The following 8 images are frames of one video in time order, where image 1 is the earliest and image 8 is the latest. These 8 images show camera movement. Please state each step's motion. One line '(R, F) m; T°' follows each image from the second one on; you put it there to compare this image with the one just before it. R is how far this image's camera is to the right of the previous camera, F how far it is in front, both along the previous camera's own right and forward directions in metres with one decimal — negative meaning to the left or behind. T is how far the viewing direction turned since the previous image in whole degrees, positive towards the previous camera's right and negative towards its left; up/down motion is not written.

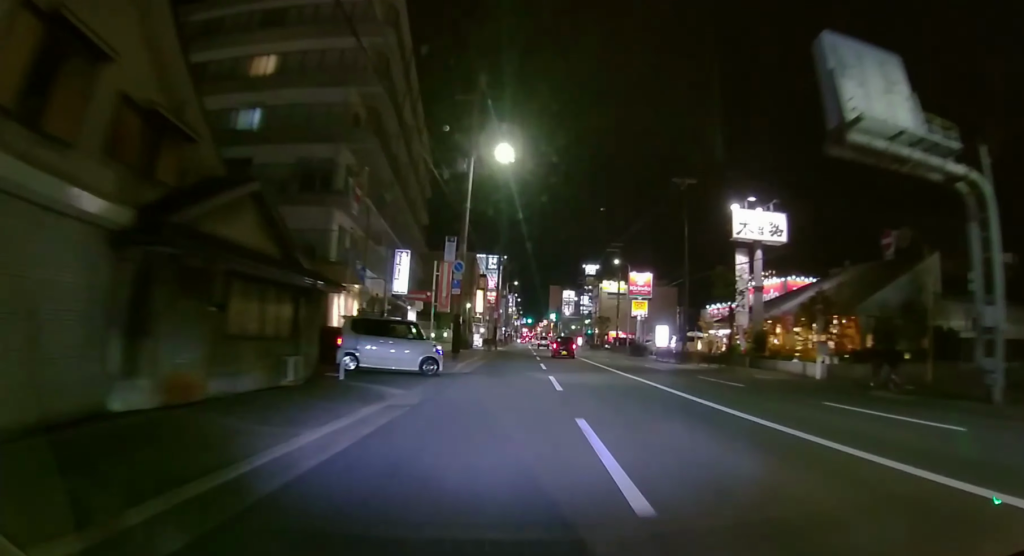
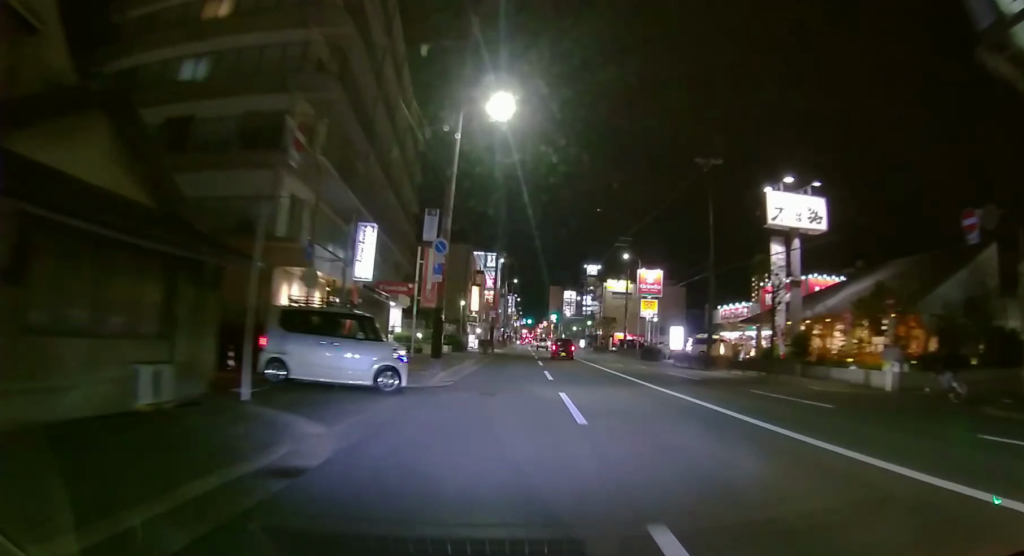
(0.0, +5.6) m; 0°
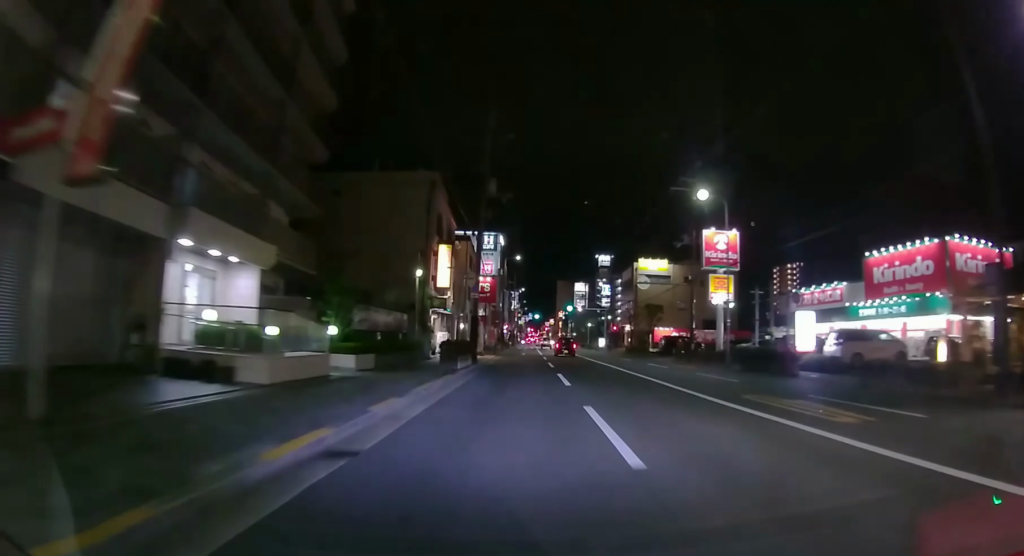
(-0.4, +22.6) m; -2°
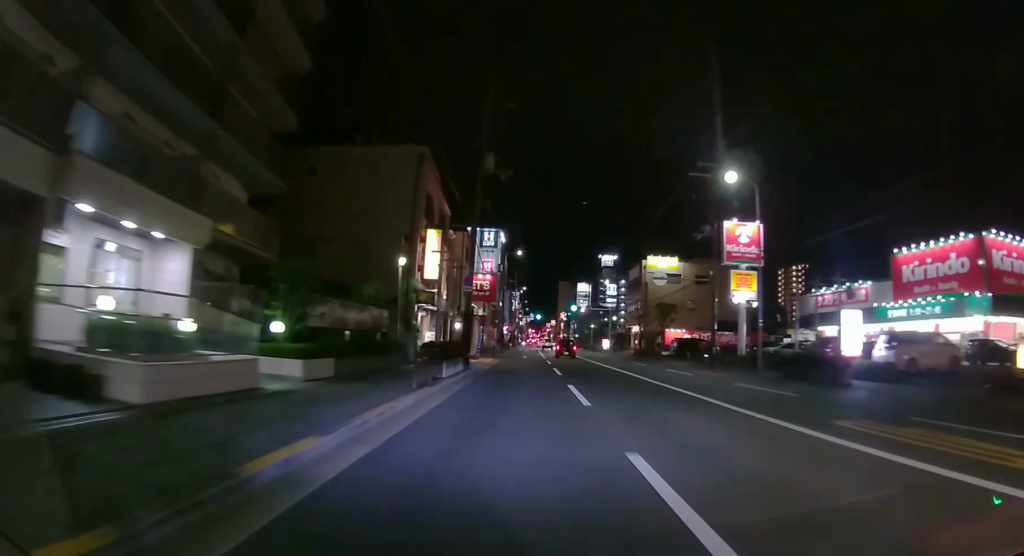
(0.0, +4.1) m; 0°
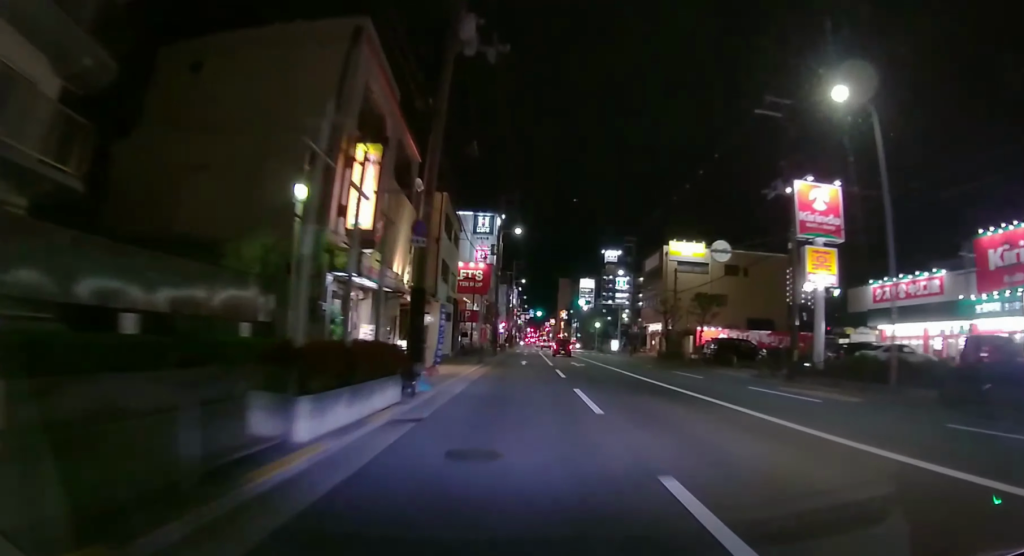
(0.0, +11.3) m; 0°
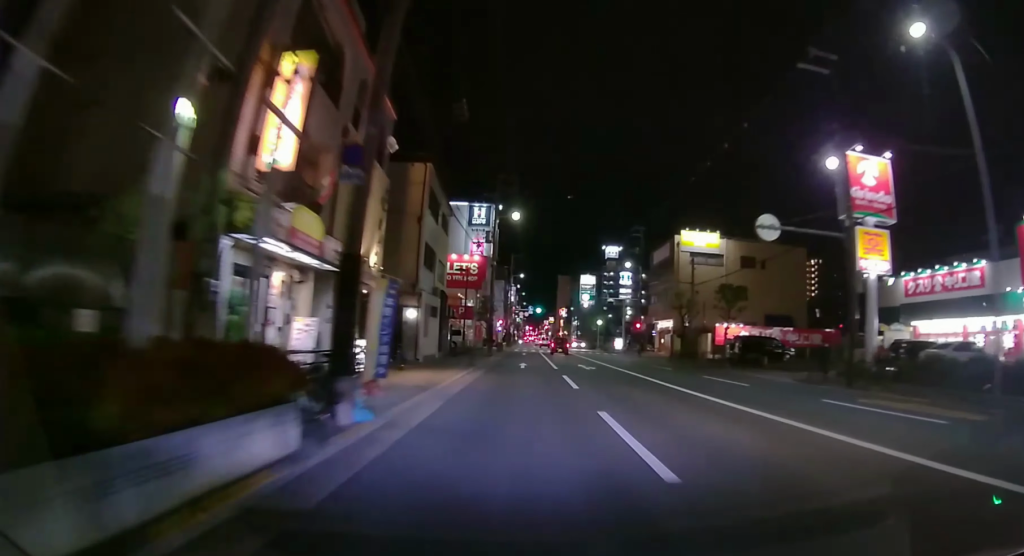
(0.0, +4.9) m; 0°
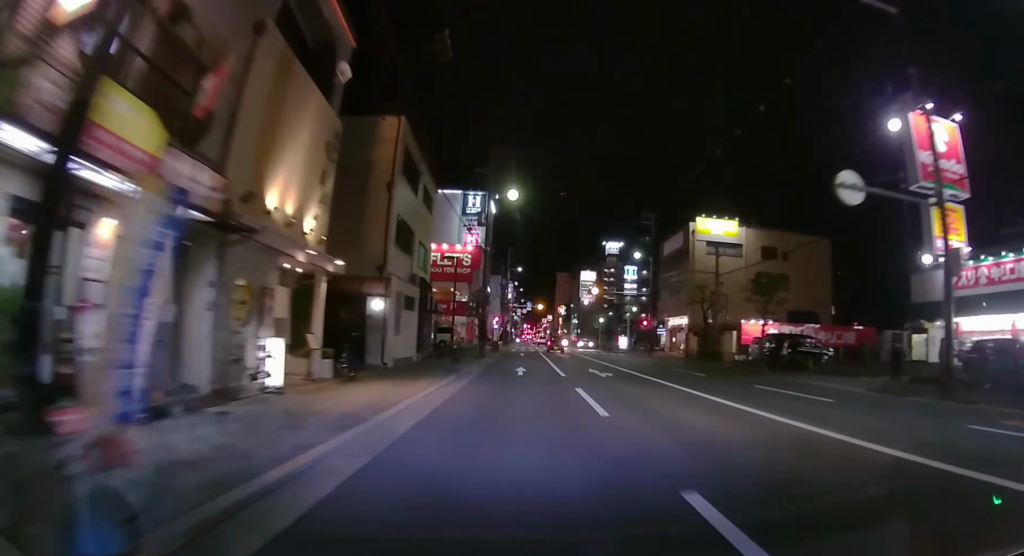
(0.0, +5.6) m; 0°
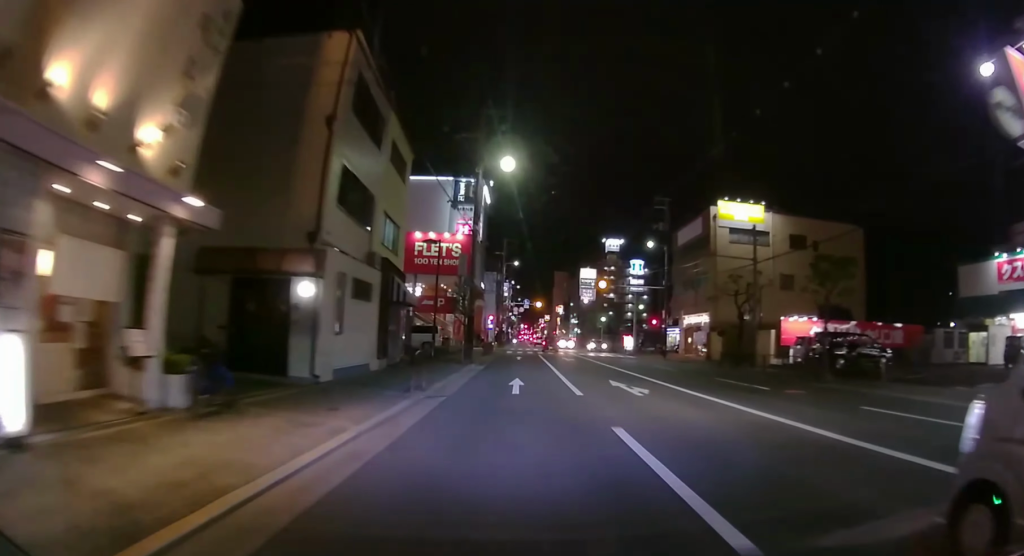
(0.0, +6.3) m; +1°
